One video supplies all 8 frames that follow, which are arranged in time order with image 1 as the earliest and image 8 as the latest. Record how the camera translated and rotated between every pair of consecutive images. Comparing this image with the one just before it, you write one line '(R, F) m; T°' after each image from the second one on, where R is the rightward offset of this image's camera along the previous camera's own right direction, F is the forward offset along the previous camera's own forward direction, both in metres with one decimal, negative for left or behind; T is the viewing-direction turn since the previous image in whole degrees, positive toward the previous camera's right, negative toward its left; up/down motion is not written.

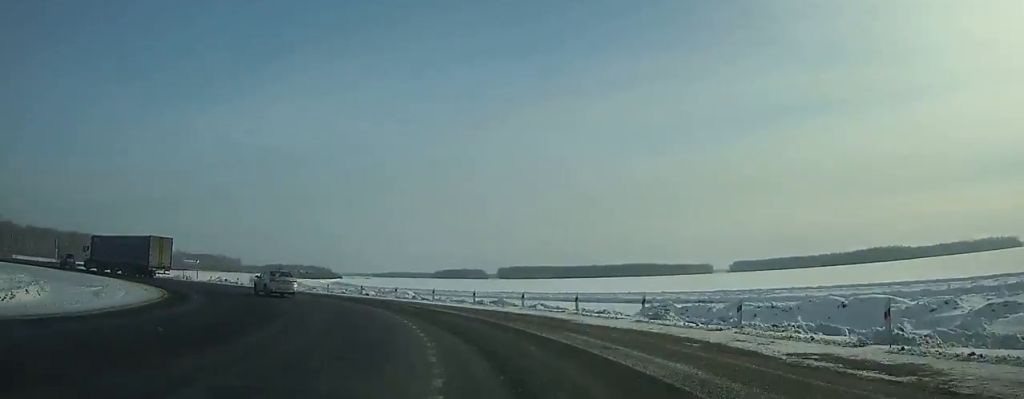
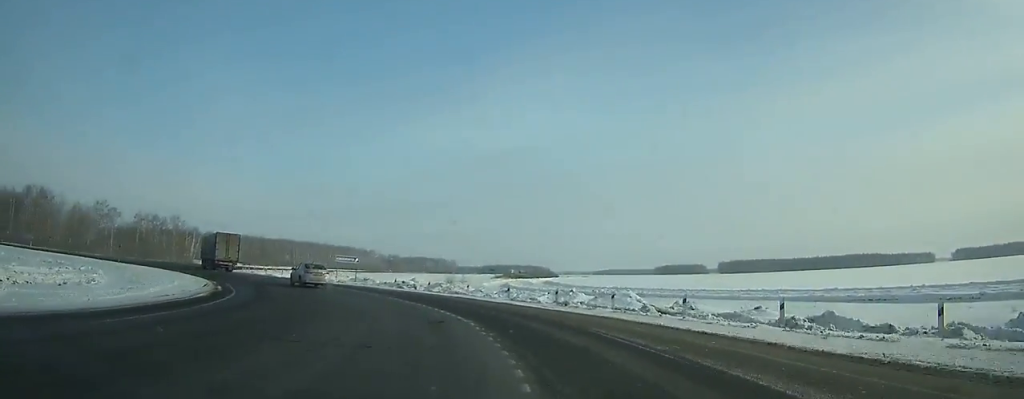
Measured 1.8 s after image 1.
(-3.0, +19.2) m; -19°
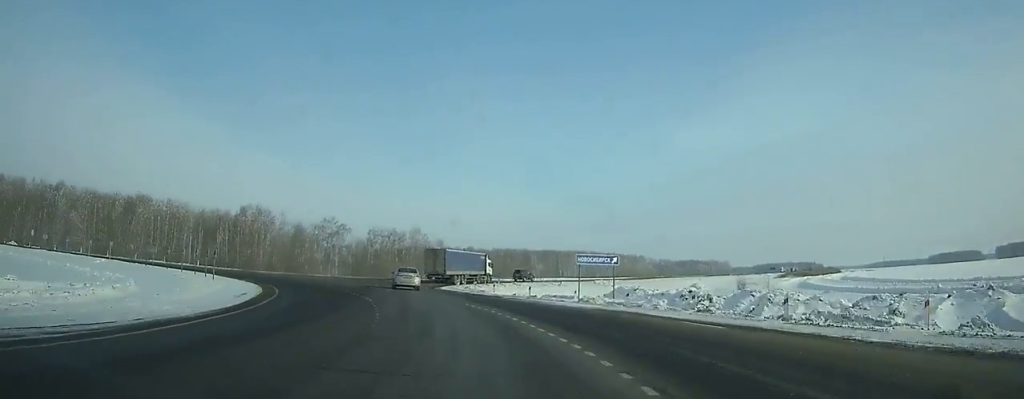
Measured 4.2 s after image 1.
(-6.0, +26.9) m; -11°
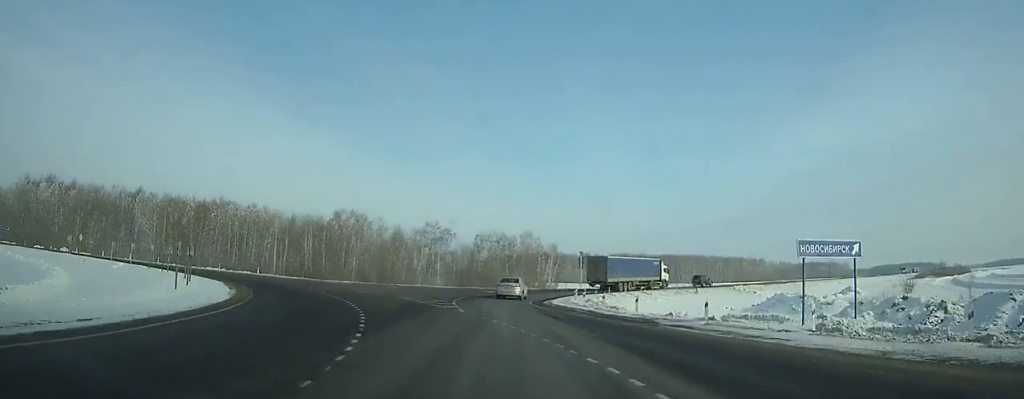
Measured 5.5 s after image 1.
(-1.1, +15.6) m; -2°
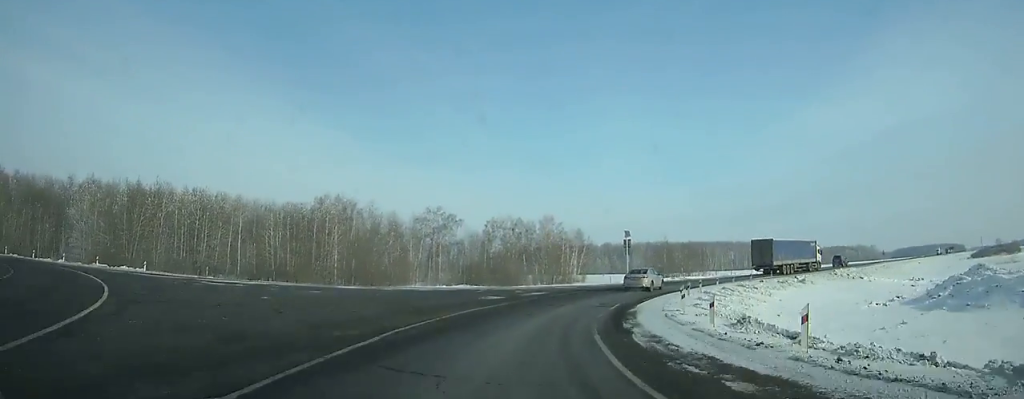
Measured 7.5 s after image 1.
(-0.4, +25.4) m; +11°
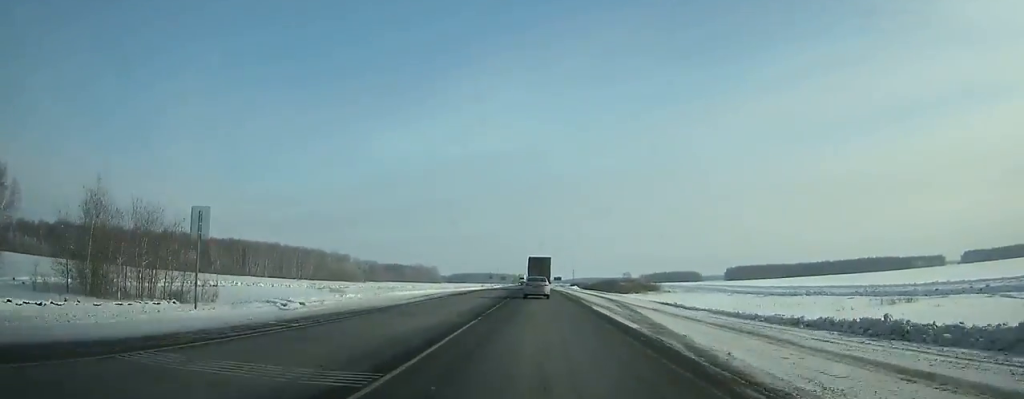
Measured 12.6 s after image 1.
(+20.6, +65.5) m; +25°
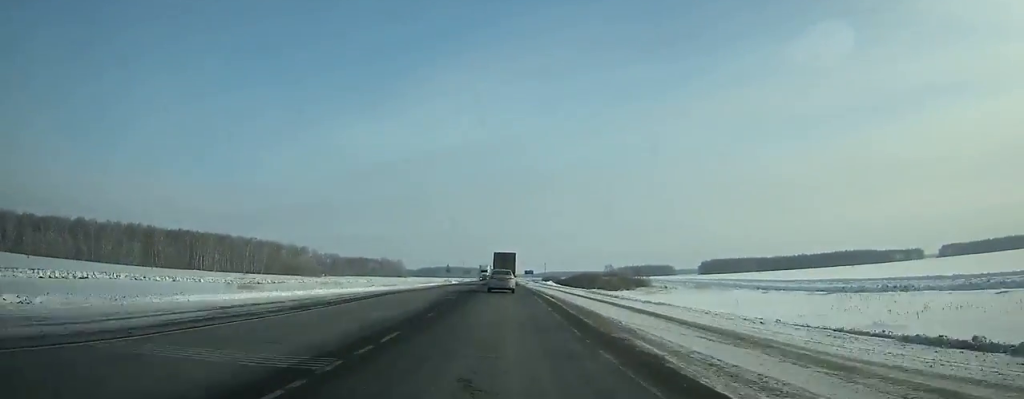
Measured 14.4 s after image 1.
(+1.4, +26.3) m; +2°
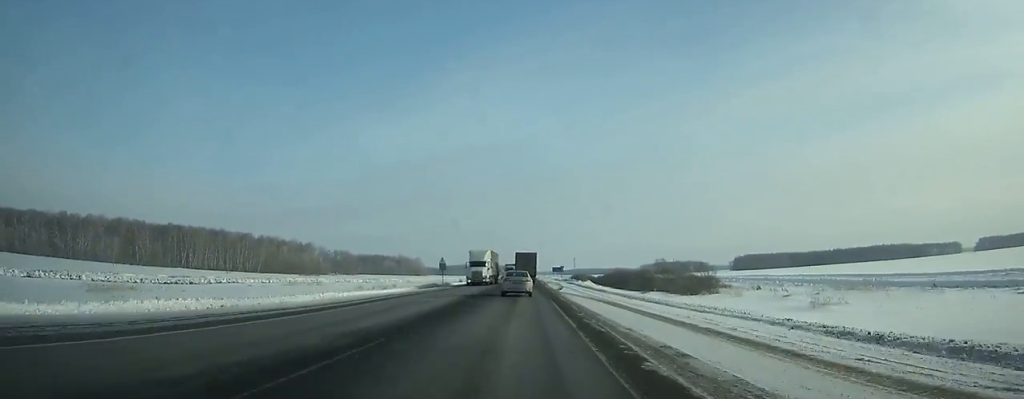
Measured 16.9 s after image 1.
(-0.6, +38.1) m; -1°
